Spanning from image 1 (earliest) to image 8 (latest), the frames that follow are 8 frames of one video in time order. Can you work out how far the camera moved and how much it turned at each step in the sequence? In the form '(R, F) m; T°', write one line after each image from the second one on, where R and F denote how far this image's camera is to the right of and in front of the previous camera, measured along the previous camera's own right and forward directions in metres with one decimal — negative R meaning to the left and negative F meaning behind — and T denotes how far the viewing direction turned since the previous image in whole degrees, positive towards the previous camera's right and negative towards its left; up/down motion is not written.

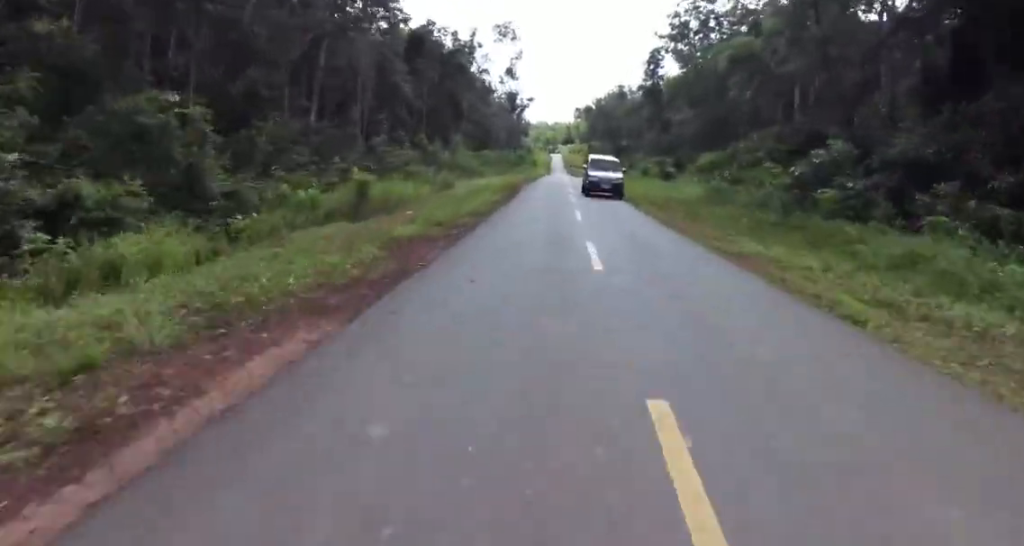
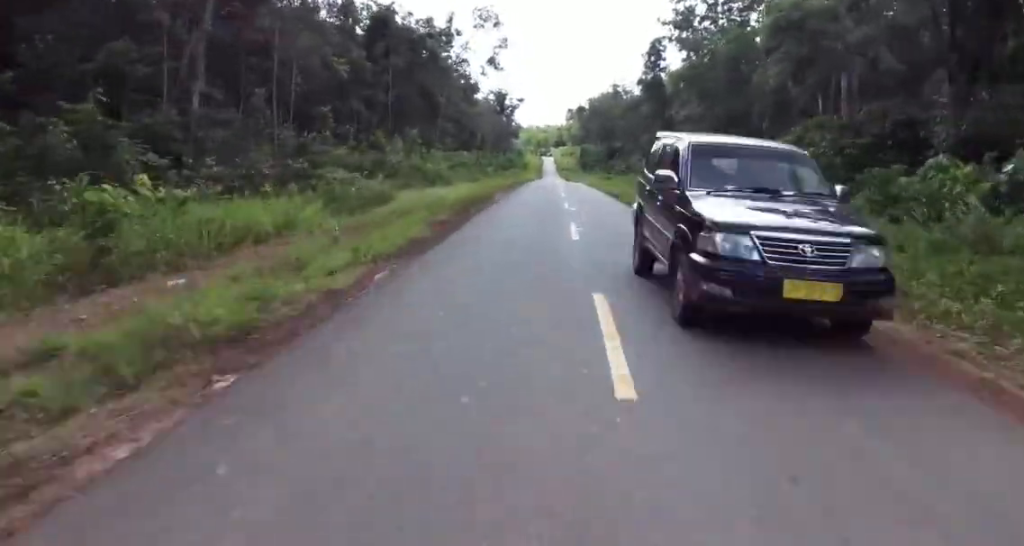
(+0.1, +13.9) m; 0°
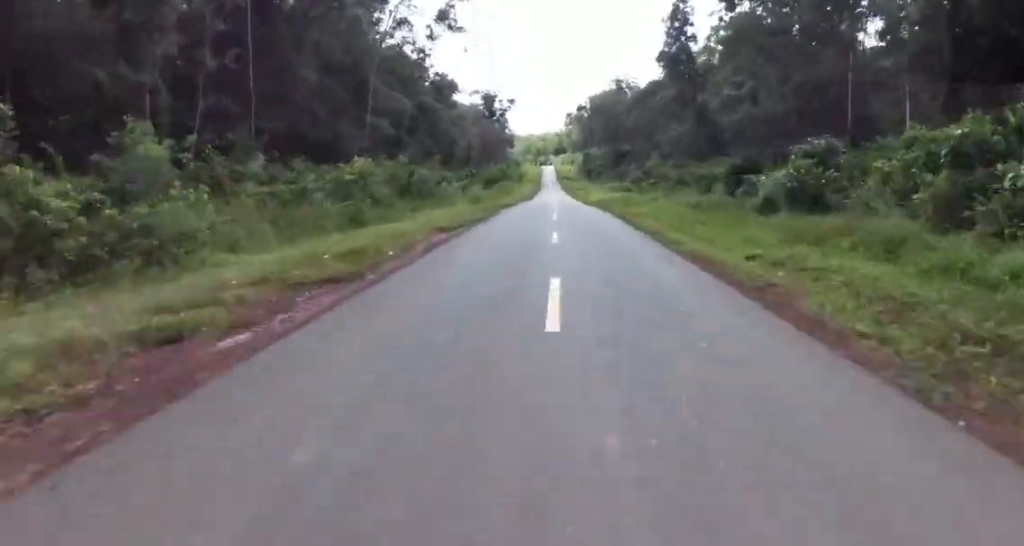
(+0.1, +29.8) m; 0°
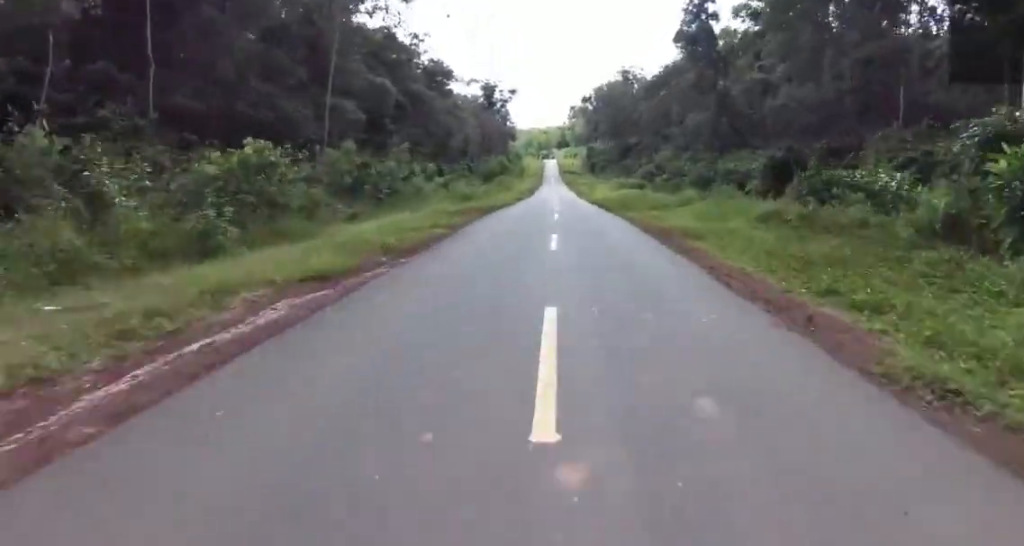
(0.0, +10.6) m; 0°
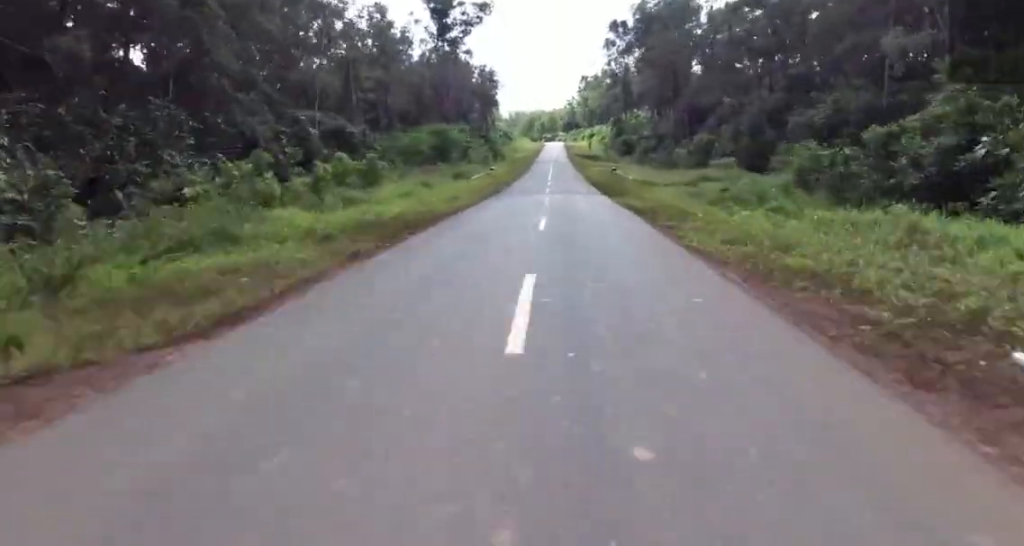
(-2.5, +87.3) m; -3°
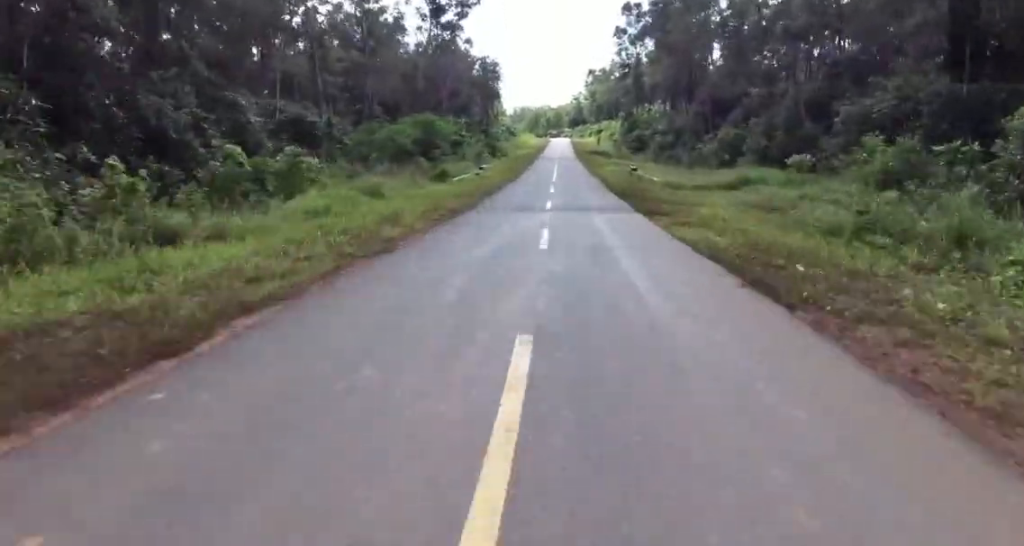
(-0.3, +9.9) m; +1°
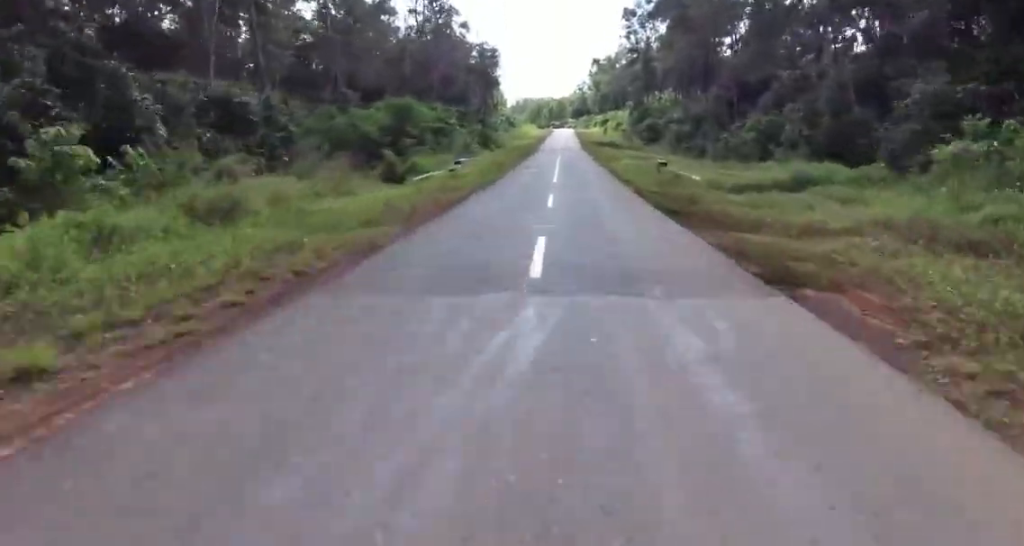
(+0.8, +10.0) m; +2°
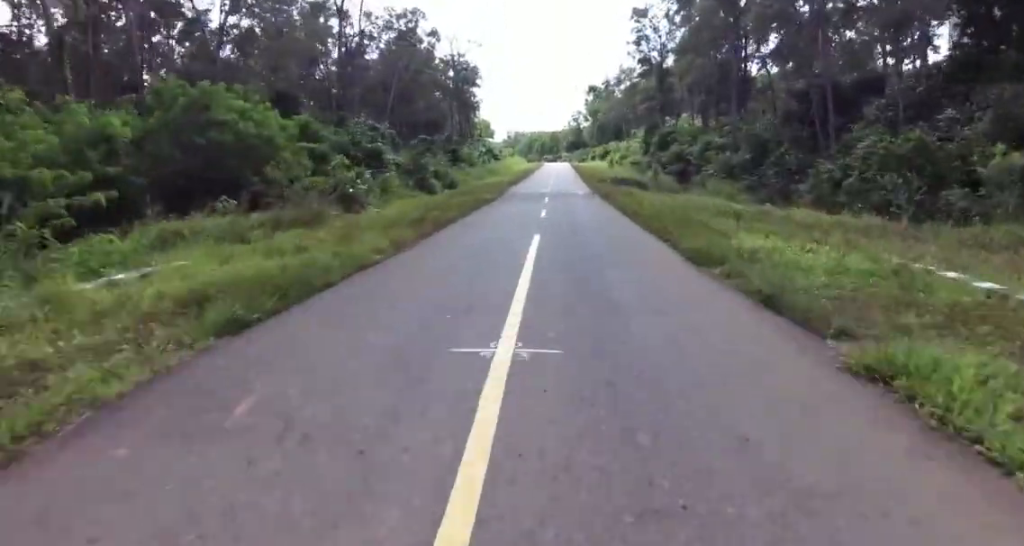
(+0.6, +28.8) m; -2°
